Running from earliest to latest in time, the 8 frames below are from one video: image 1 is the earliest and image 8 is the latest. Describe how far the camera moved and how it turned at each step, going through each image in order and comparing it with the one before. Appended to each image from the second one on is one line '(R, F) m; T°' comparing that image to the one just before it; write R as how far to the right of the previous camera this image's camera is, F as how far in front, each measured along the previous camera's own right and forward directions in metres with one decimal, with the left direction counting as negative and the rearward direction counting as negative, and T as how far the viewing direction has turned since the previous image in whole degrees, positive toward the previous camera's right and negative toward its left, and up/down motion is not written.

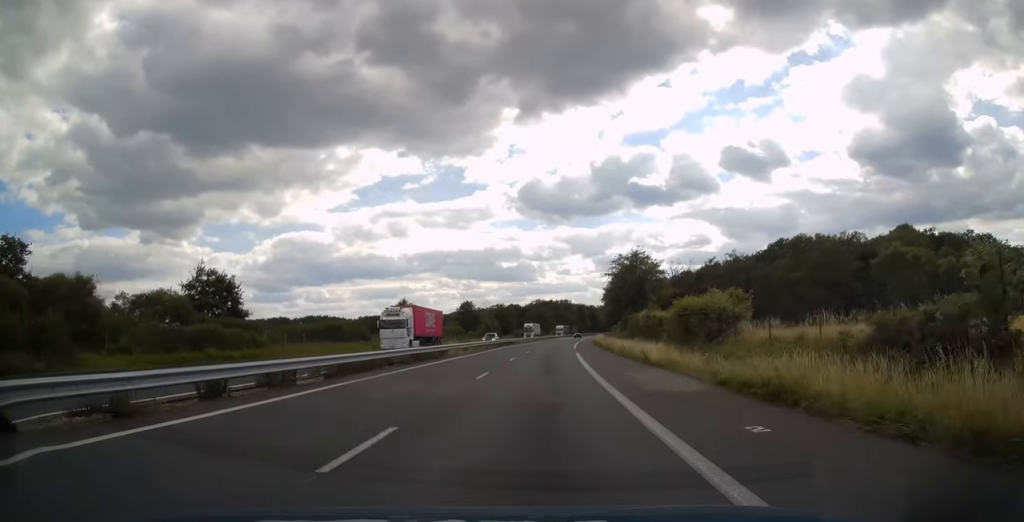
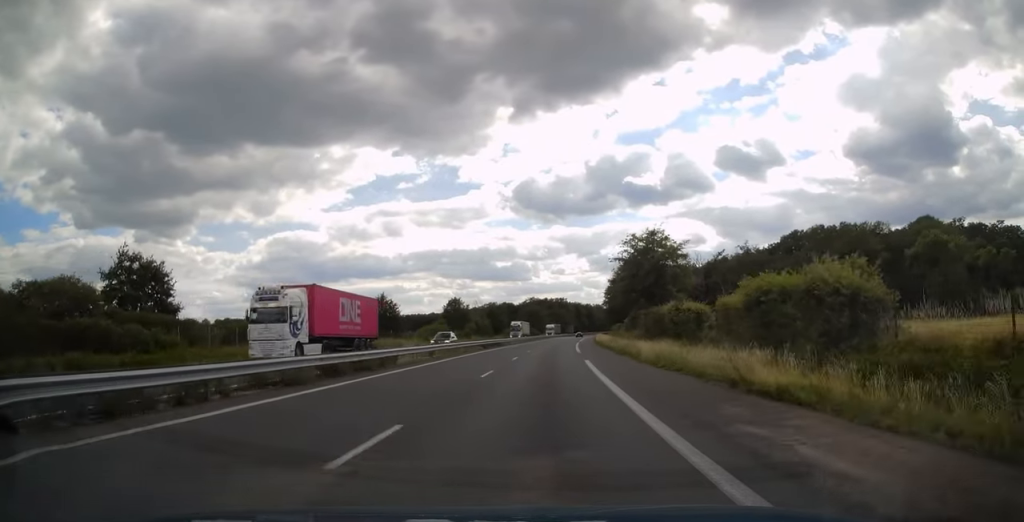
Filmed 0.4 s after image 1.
(+0.1, +12.7) m; 0°
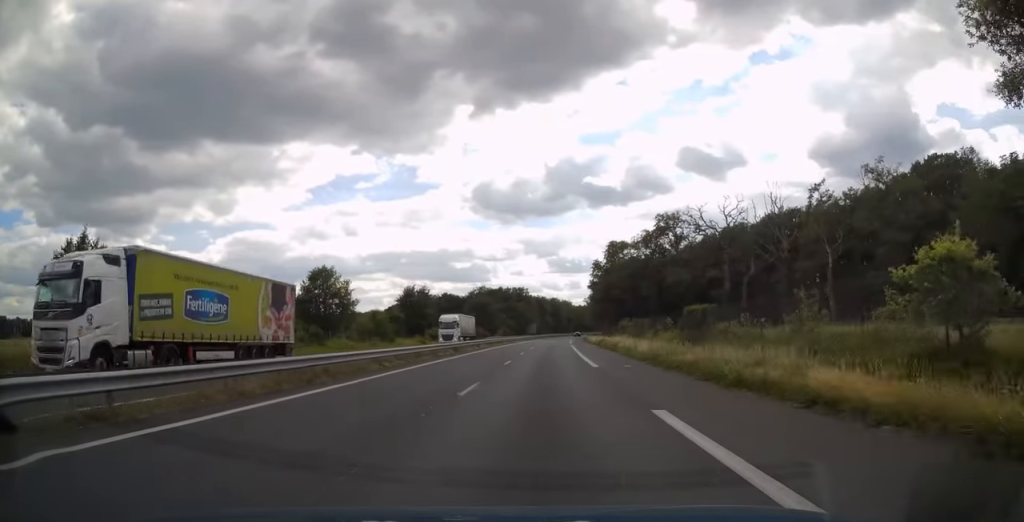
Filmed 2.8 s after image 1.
(+1.9, +70.2) m; +3°
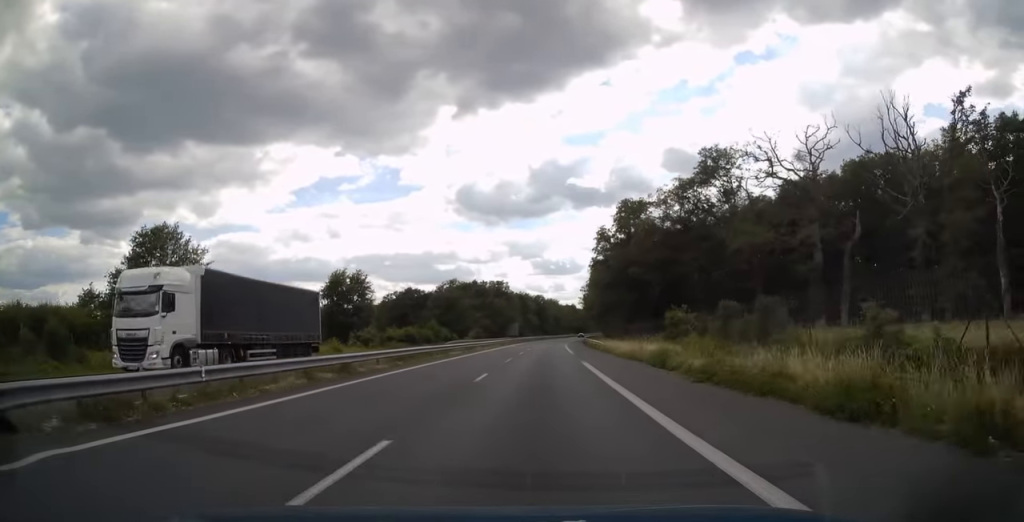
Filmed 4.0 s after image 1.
(+0.4, +34.4) m; +1°
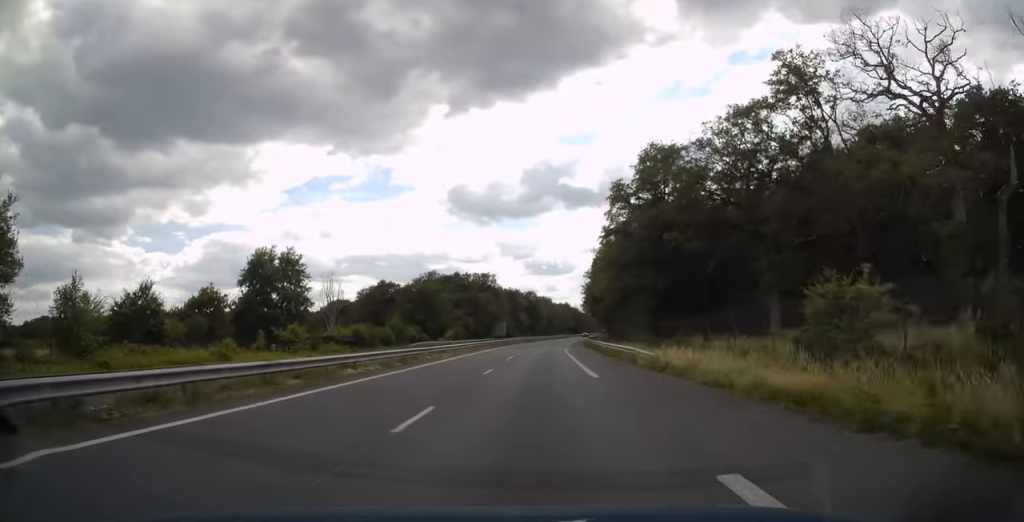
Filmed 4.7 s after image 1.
(+0.1, +22.0) m; +1°
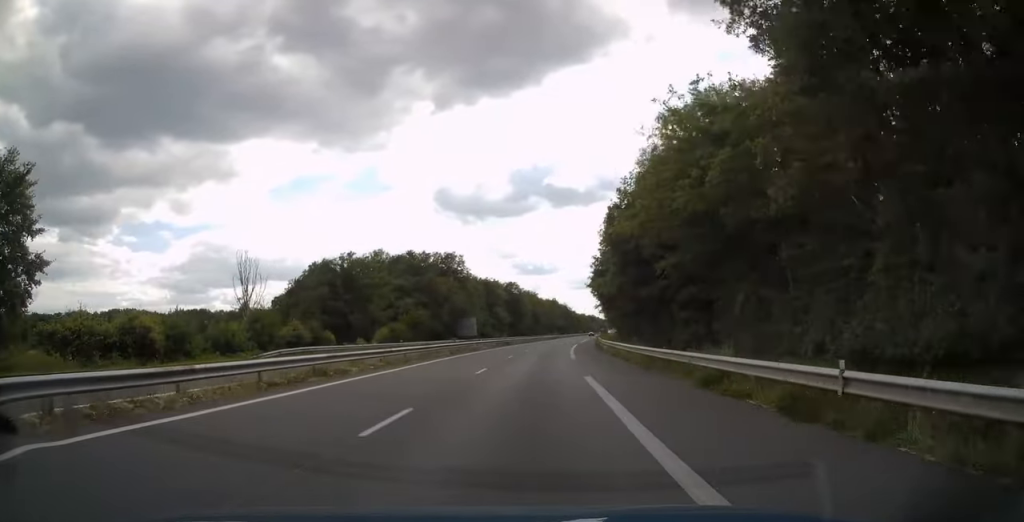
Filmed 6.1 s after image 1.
(+0.7, +39.0) m; +2°
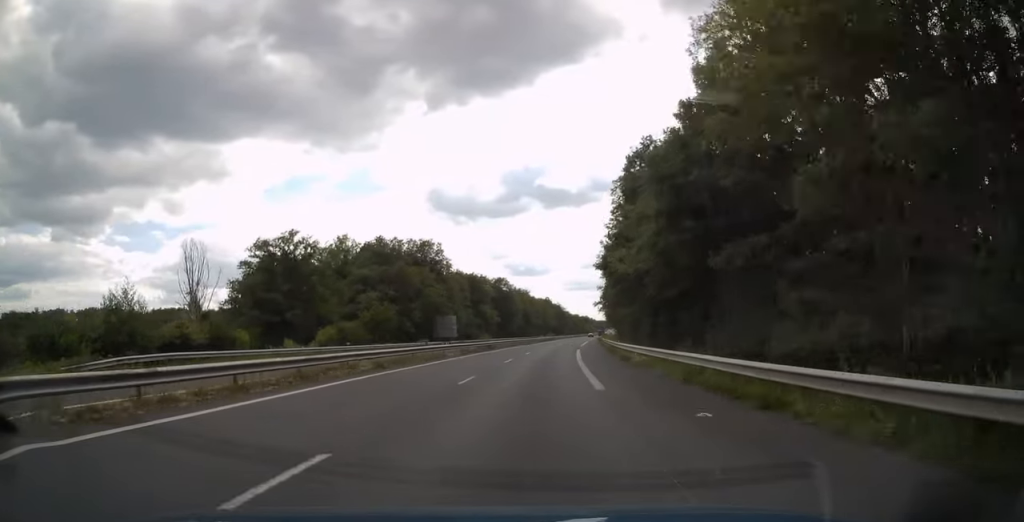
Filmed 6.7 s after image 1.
(+0.1, +17.1) m; +1°
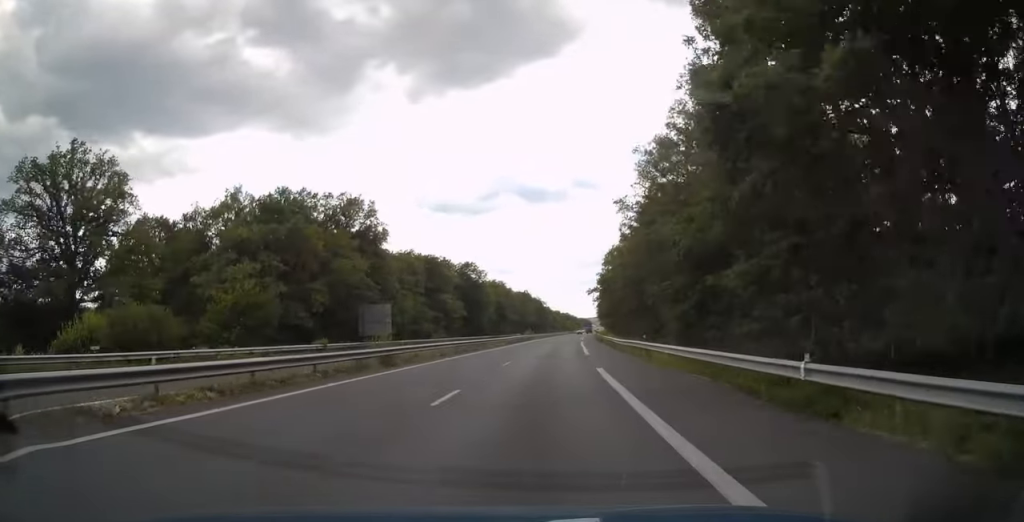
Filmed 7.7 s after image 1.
(+0.2, +31.2) m; +1°
